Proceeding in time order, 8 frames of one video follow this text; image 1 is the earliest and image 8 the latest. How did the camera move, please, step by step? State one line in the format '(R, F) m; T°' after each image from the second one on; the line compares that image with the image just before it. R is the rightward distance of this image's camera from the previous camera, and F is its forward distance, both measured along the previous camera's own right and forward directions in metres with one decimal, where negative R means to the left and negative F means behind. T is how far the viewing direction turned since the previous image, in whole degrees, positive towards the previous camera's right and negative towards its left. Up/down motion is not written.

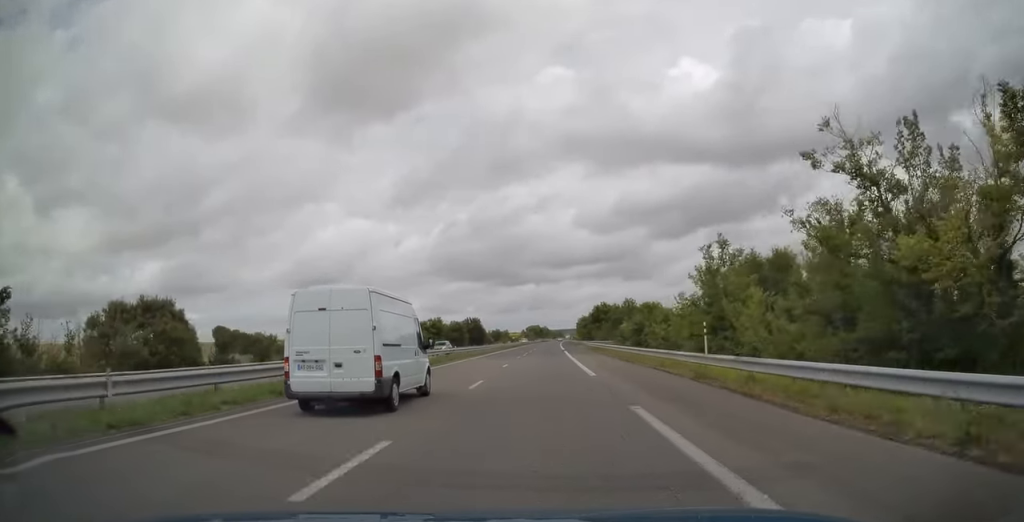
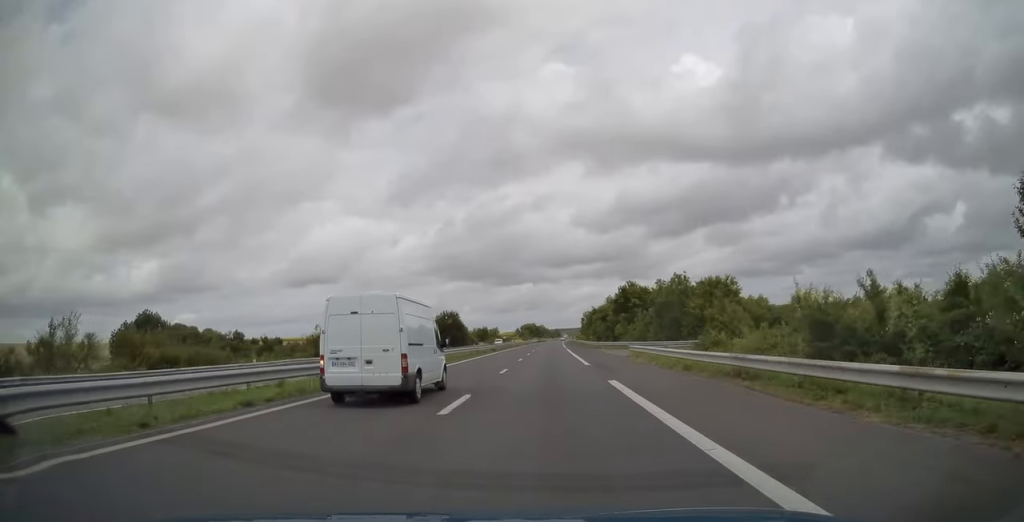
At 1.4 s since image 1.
(+0.1, +42.8) m; 0°
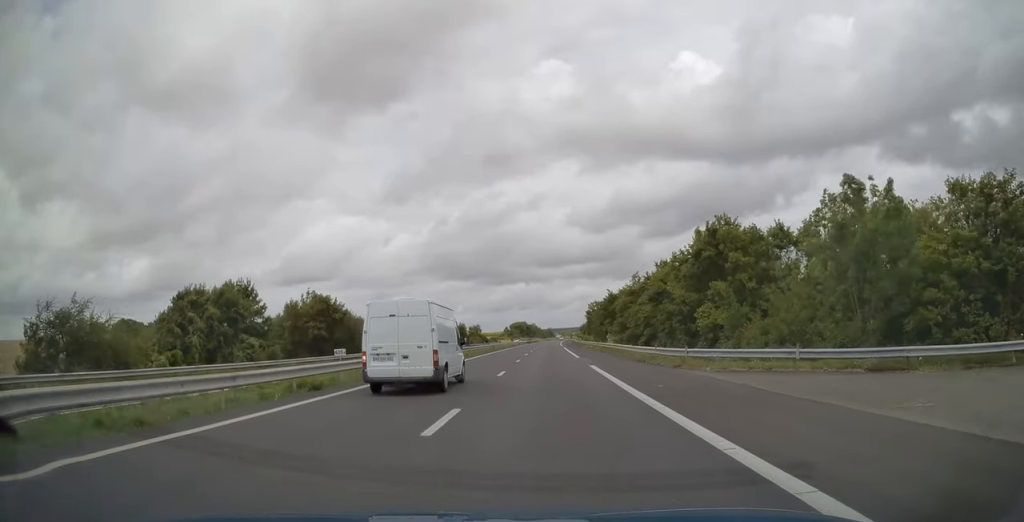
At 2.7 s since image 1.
(+0.2, +41.3) m; +1°
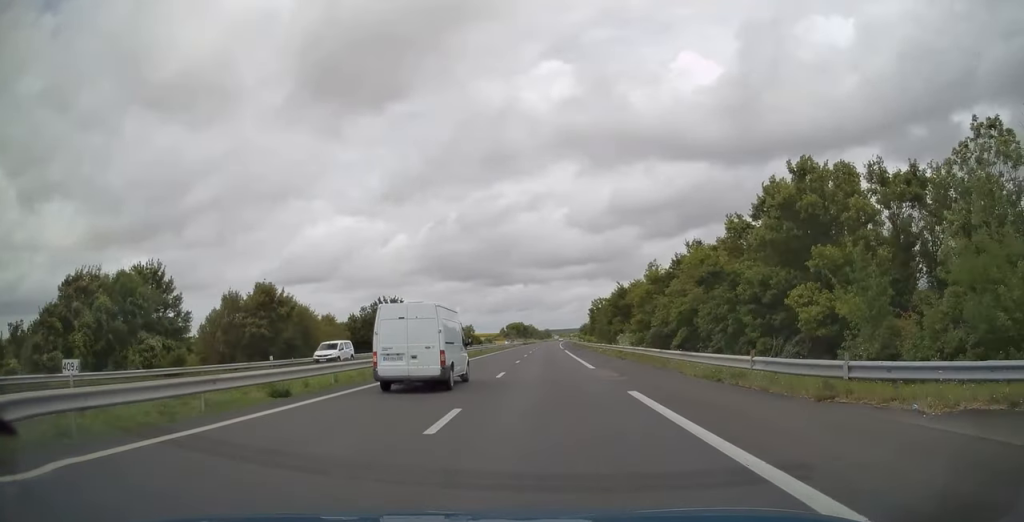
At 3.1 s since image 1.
(0.0, +12.8) m; 0°
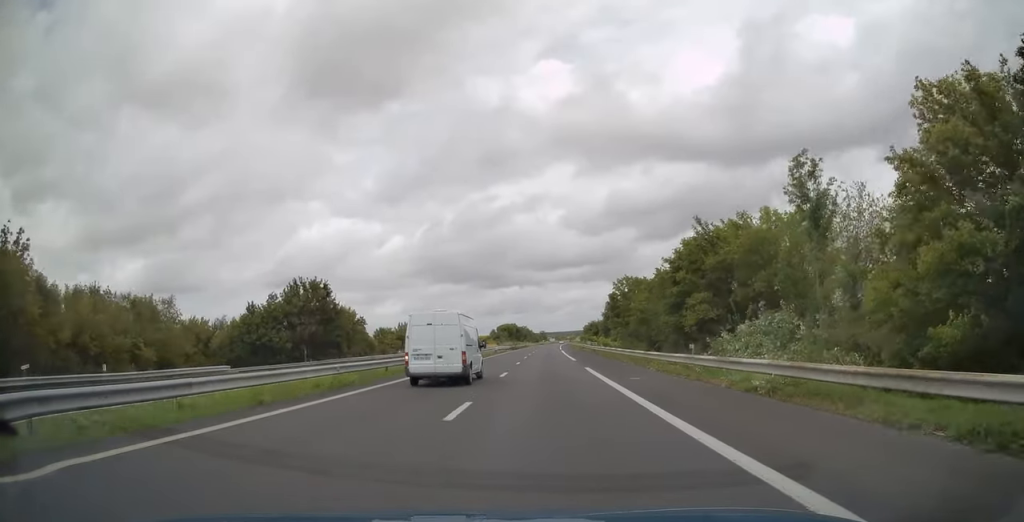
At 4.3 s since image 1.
(+0.2, +37.0) m; +1°
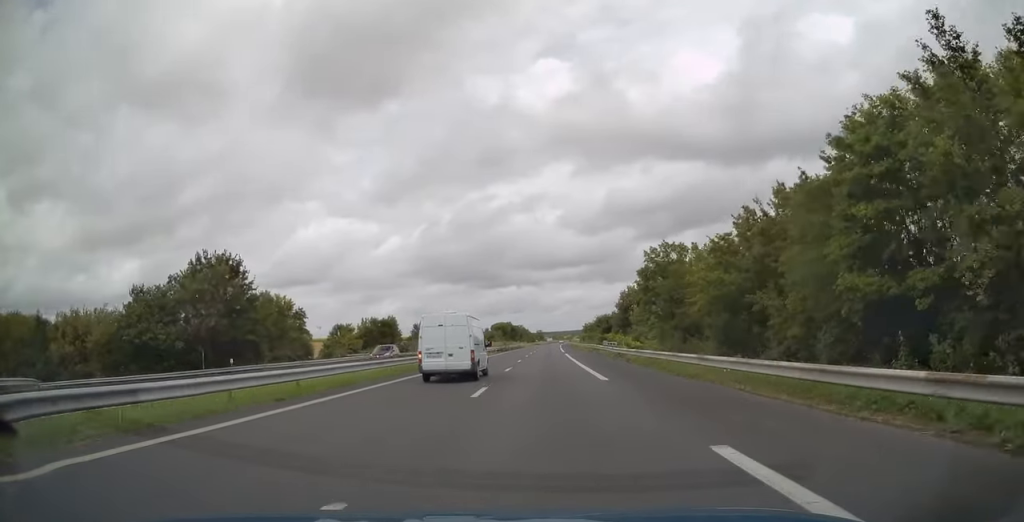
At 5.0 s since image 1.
(+0.1, +21.8) m; 0°
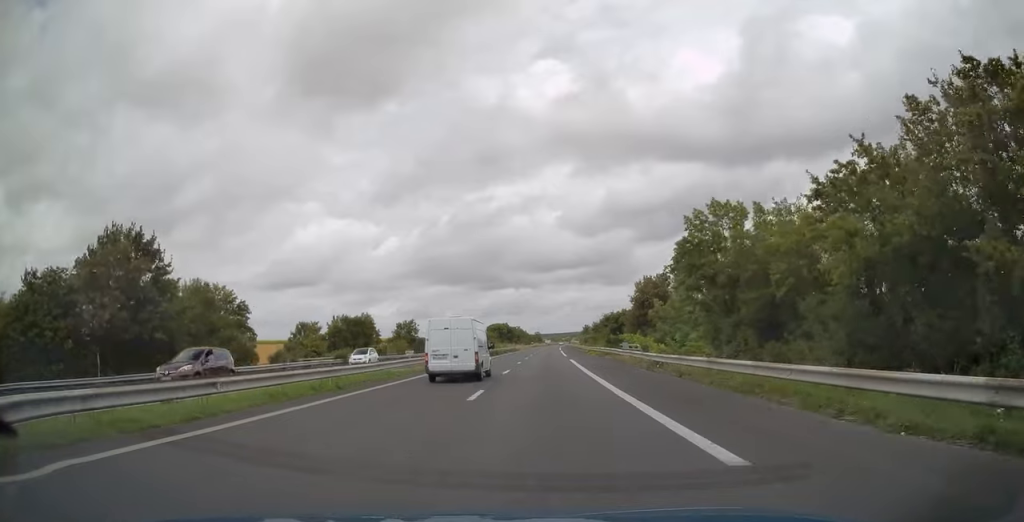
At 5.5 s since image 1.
(0.0, +13.2) m; 0°
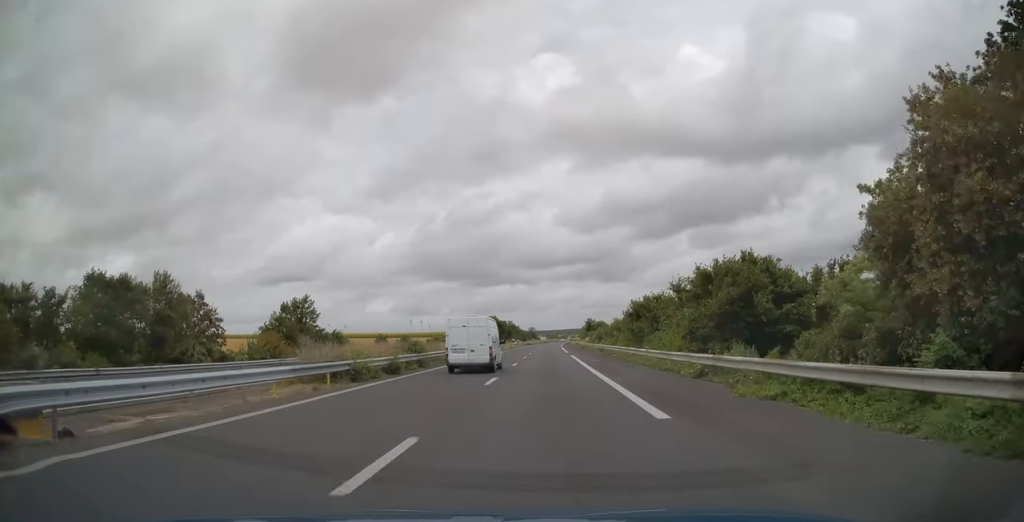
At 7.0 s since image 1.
(+0.3, +48.2) m; +1°
